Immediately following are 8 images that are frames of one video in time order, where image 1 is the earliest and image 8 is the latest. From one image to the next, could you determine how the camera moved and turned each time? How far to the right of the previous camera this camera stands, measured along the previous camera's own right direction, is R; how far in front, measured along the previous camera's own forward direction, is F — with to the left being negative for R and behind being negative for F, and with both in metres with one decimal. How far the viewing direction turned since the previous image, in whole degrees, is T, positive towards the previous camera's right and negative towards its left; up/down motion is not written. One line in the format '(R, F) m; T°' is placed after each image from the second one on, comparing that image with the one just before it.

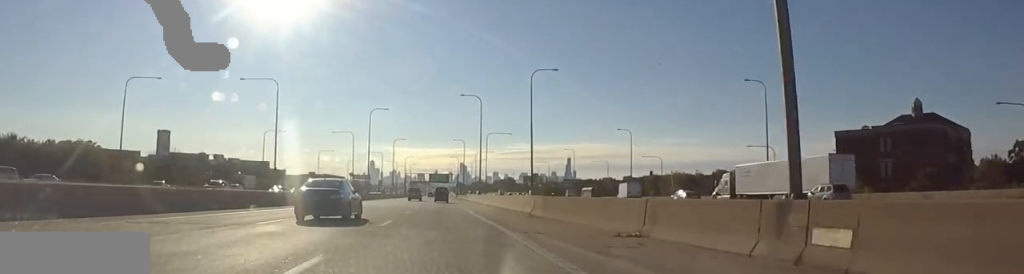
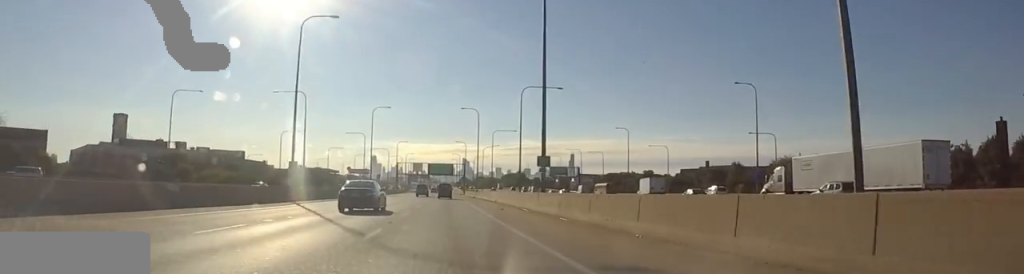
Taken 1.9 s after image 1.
(+1.8, +53.9) m; +3°
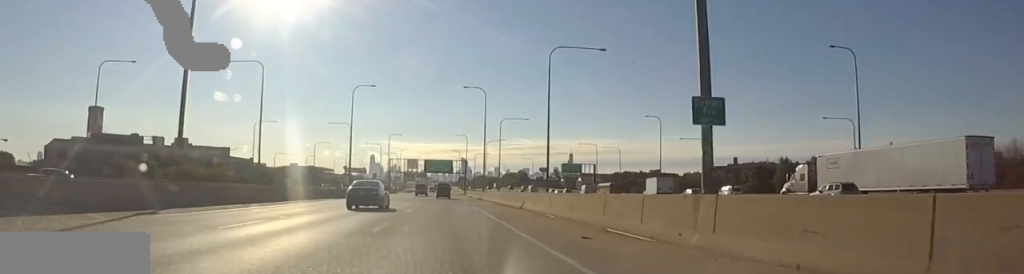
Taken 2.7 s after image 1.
(+0.1, +22.1) m; 0°
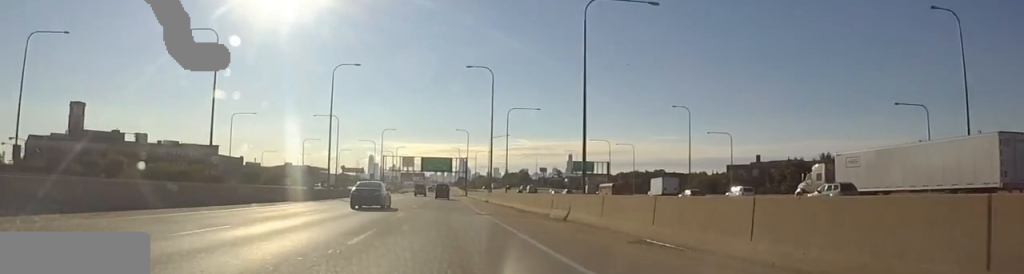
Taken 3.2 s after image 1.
(-0.3, +15.0) m; 0°
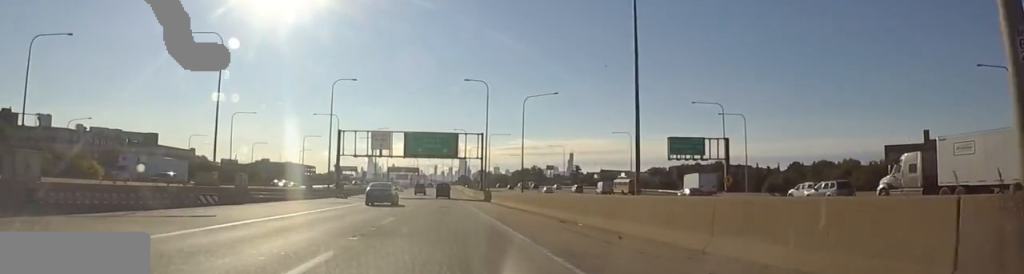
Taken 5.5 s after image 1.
(-0.8, +65.3) m; -1°
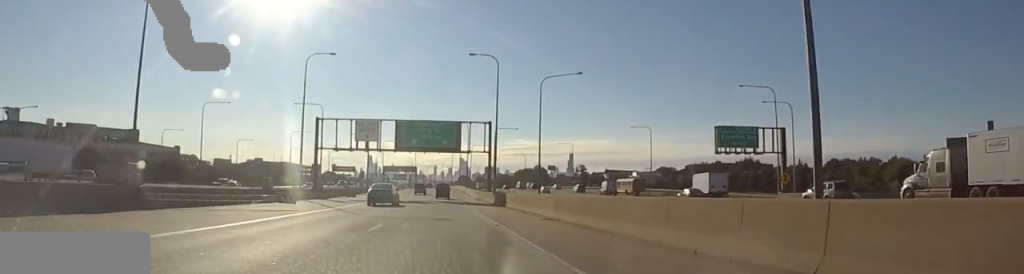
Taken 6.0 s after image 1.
(+0.2, +15.9) m; 0°
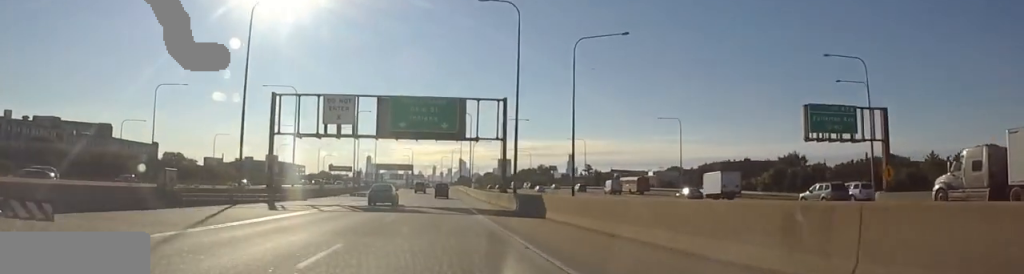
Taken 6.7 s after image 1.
(0.0, +19.0) m; 0°
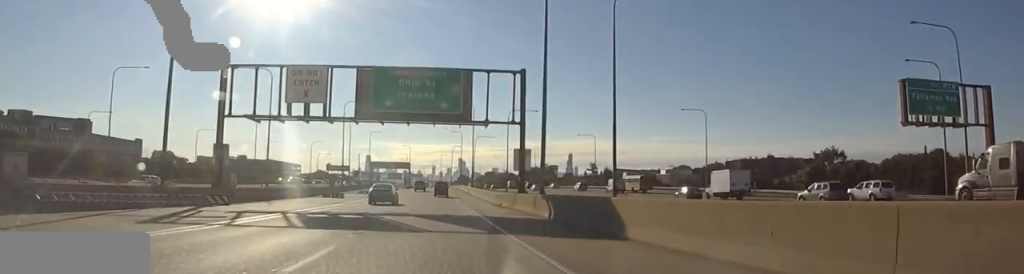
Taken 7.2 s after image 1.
(-0.2, +12.7) m; 0°
